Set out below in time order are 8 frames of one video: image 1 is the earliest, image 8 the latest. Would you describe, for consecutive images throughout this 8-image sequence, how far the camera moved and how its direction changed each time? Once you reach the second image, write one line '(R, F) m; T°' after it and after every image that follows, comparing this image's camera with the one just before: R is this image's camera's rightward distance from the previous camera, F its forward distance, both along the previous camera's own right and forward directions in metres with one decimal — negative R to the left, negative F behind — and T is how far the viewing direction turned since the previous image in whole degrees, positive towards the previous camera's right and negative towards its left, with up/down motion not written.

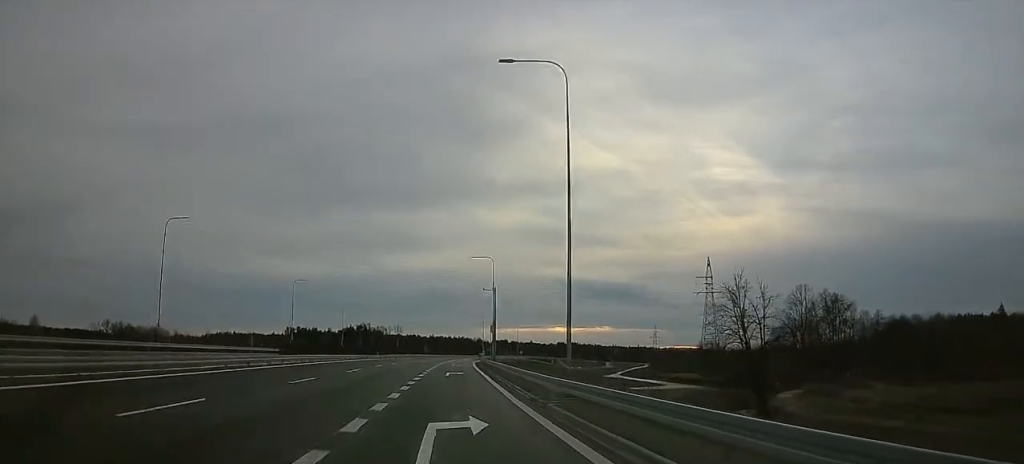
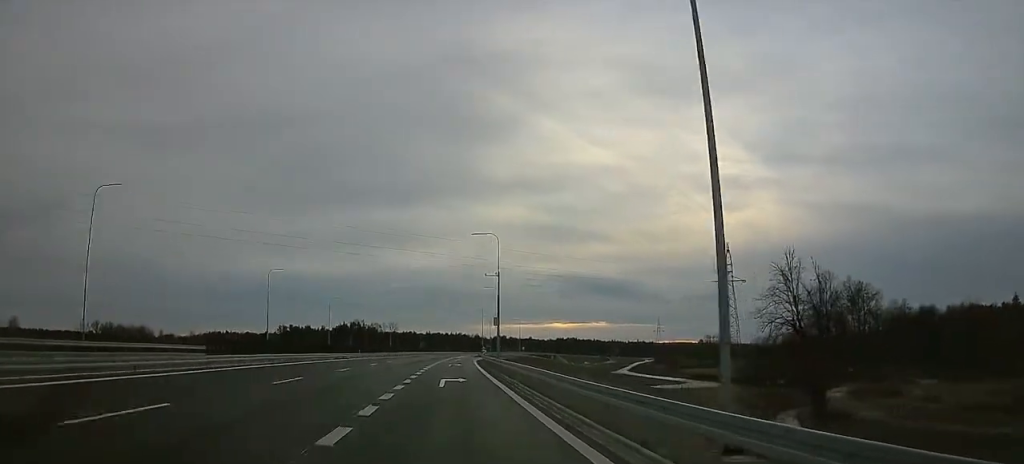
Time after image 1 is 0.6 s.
(+0.1, +14.0) m; 0°
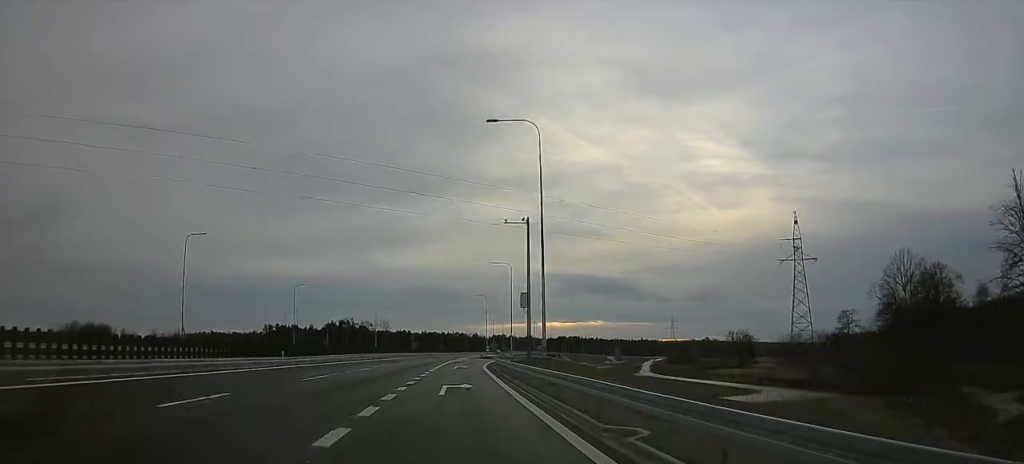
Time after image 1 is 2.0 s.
(-0.6, +33.3) m; 0°
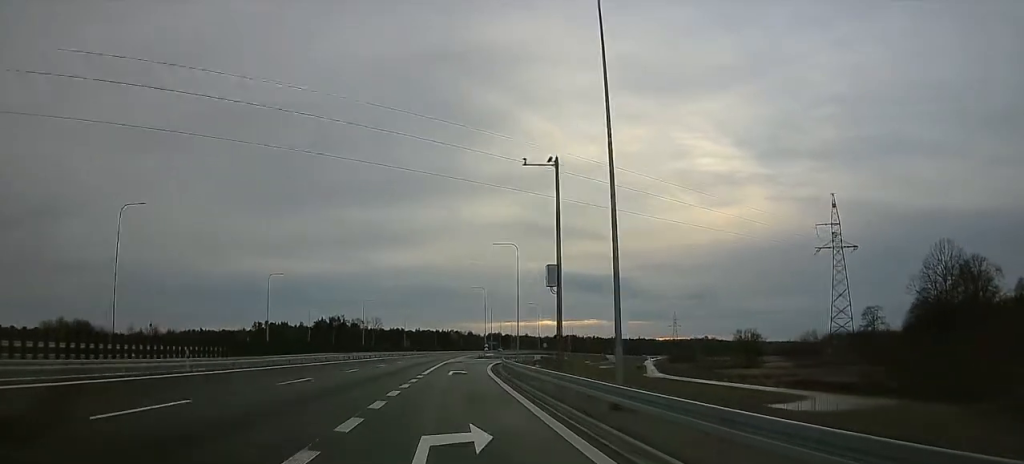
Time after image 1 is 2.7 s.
(+0.2, +15.1) m; +1°
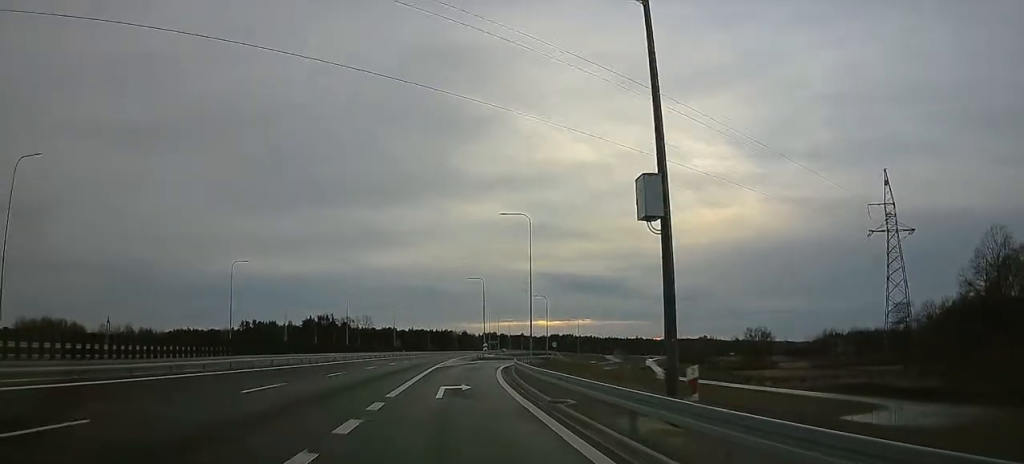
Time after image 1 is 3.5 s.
(+0.3, +16.7) m; +1°
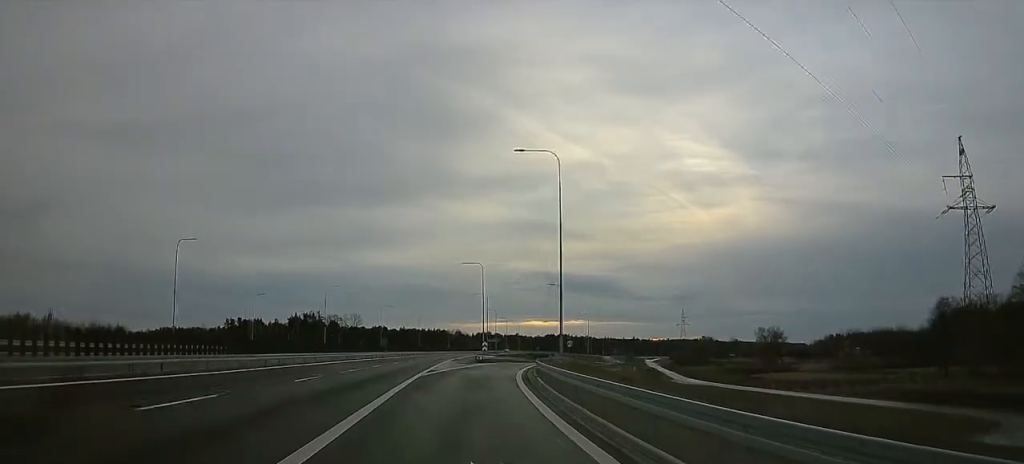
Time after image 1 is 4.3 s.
(0.0, +17.6) m; -2°
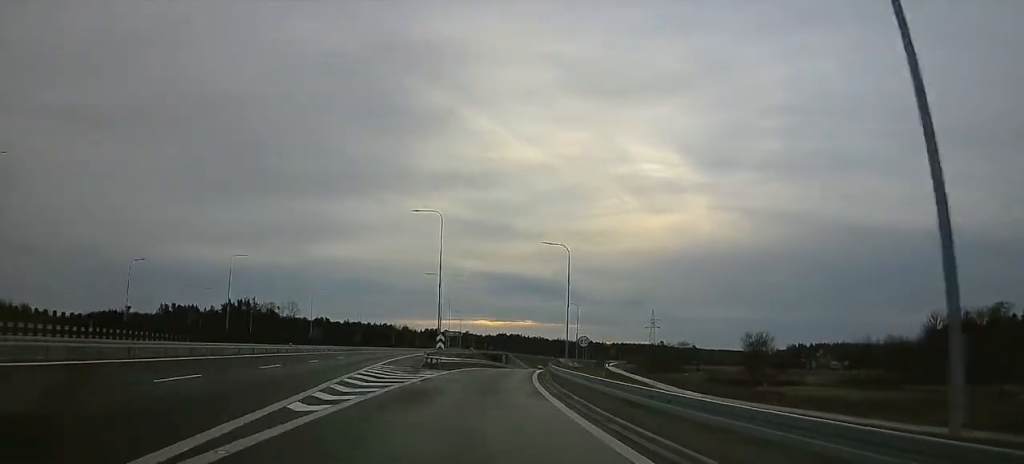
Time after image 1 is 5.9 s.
(+0.7, +27.4) m; +7°
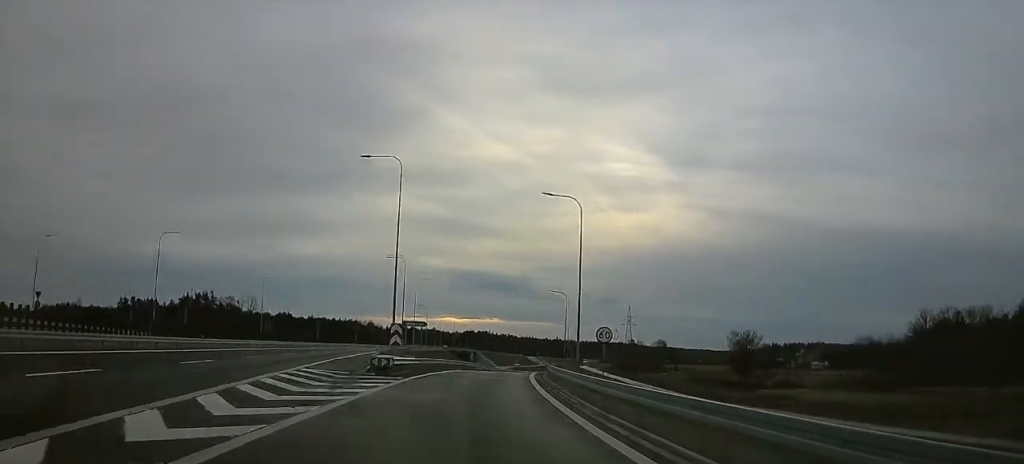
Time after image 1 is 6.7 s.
(+0.7, +13.0) m; +3°
